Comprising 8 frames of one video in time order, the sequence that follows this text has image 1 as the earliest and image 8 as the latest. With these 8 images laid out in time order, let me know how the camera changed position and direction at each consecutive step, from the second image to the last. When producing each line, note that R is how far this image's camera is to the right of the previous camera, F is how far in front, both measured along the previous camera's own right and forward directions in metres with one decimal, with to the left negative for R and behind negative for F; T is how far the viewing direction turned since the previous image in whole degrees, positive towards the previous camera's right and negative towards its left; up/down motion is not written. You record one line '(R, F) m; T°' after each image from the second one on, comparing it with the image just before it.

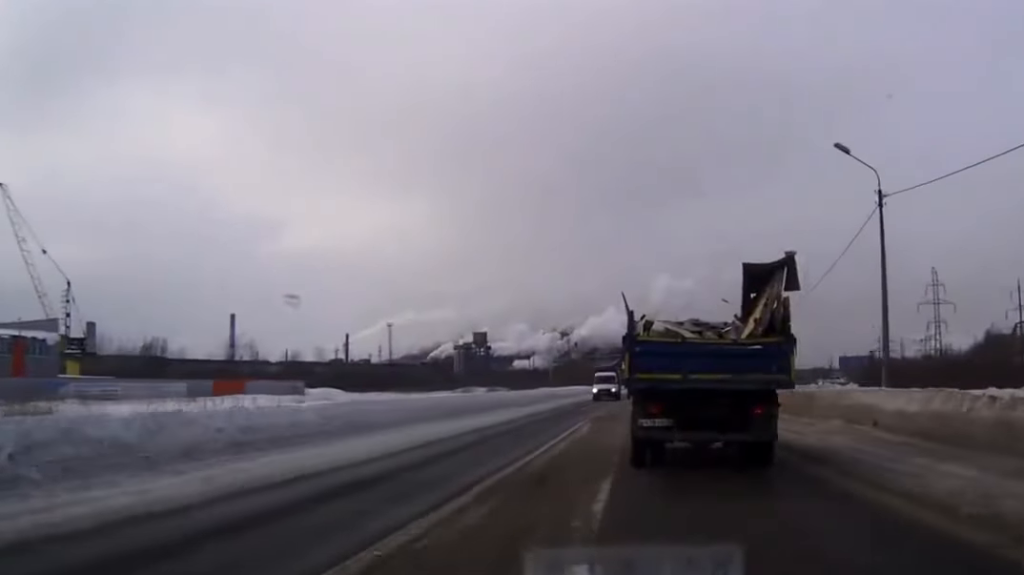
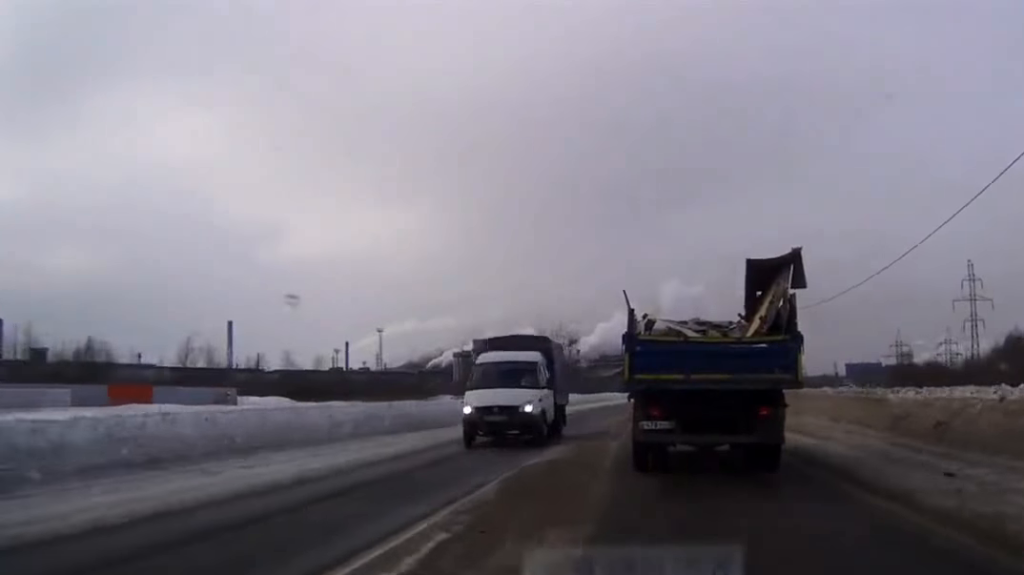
(-0.1, +20.4) m; 0°
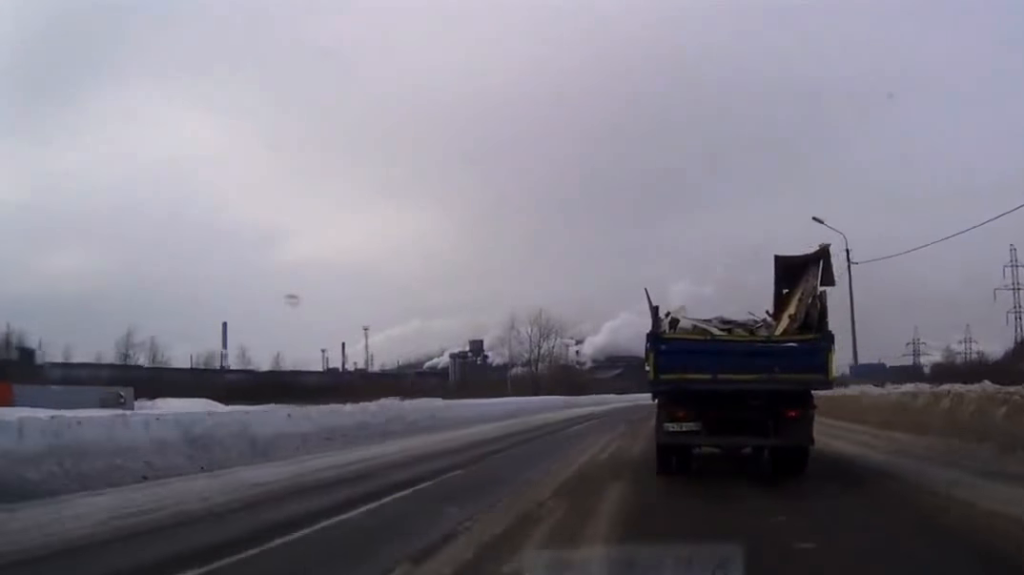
(+0.1, +20.8) m; 0°
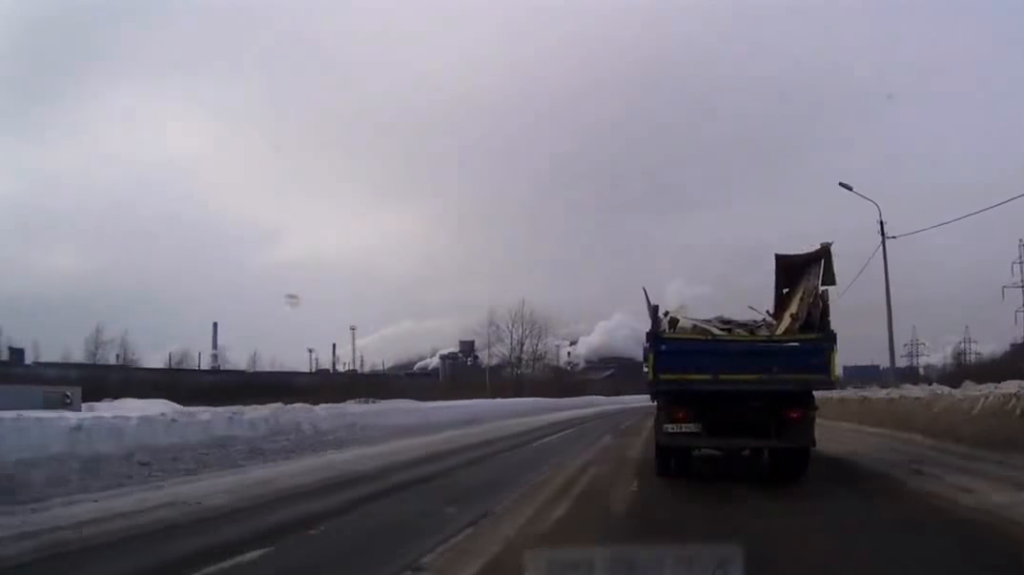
(0.0, +7.1) m; 0°
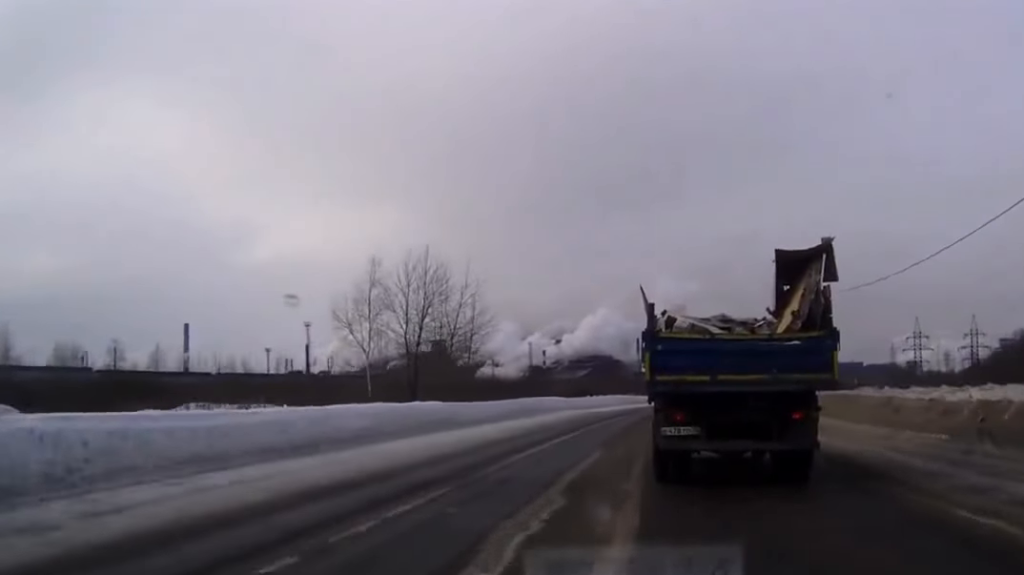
(+0.4, +27.1) m; +2°
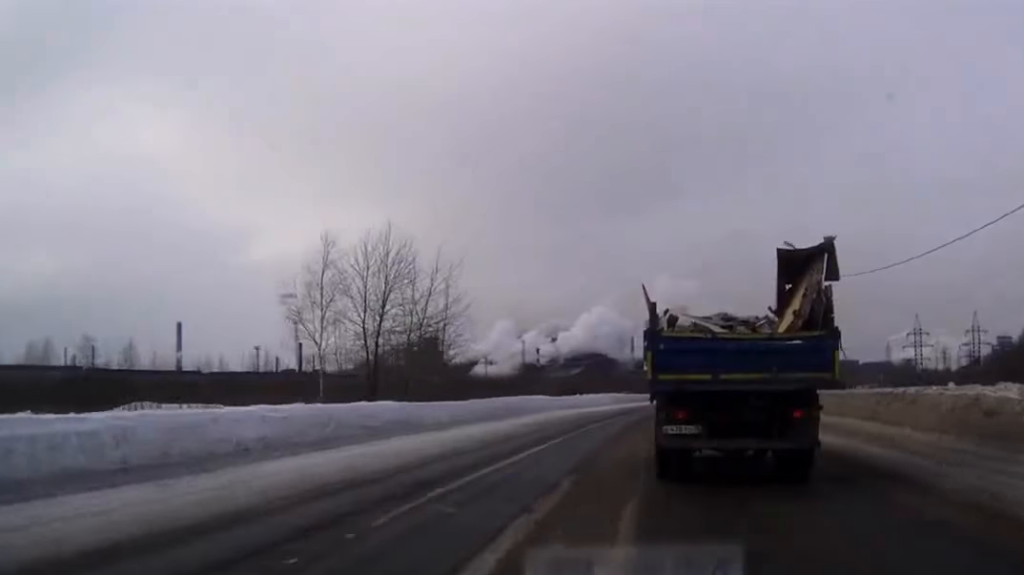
(+0.1, +6.3) m; +1°
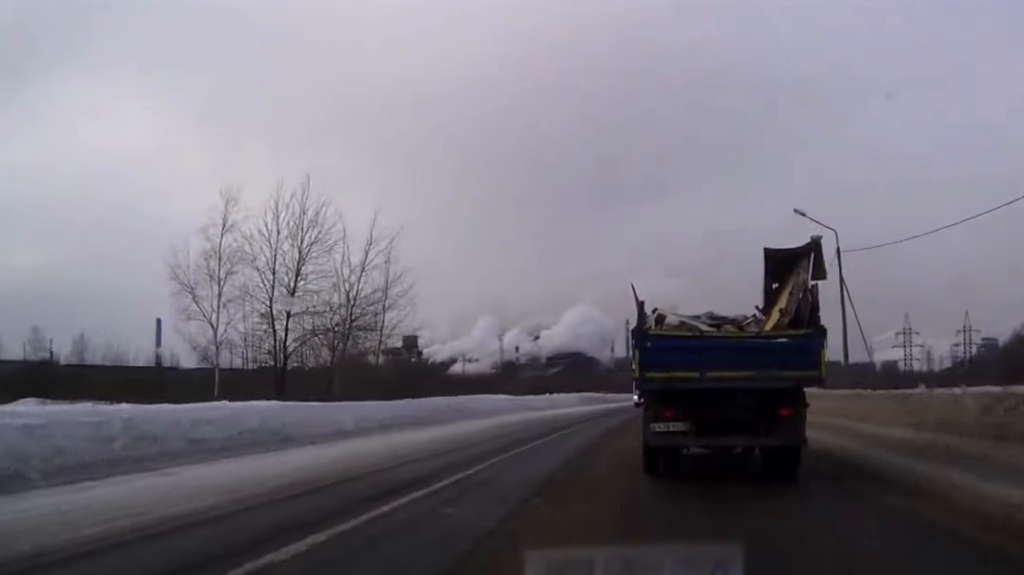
(+0.1, +8.6) m; +1°
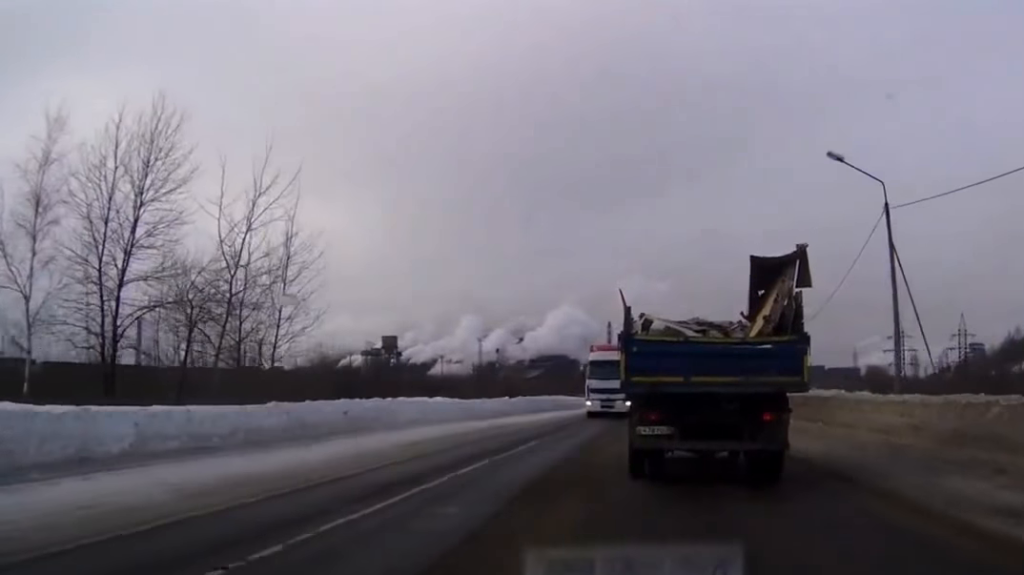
(+0.1, +10.2) m; +1°
